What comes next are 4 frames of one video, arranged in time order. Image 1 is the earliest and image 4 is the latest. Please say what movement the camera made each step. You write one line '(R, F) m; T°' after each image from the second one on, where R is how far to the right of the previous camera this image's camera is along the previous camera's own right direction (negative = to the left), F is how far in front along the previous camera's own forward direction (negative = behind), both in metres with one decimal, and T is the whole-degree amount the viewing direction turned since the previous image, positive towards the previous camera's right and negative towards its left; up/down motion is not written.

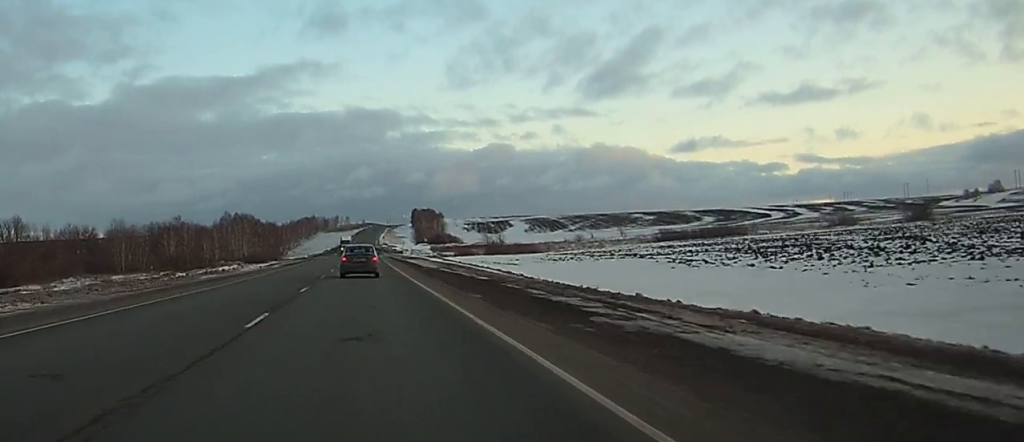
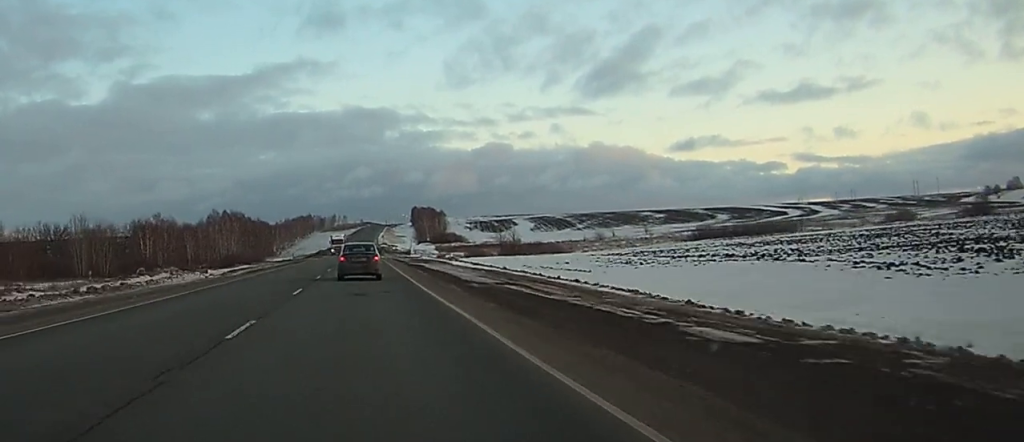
(+0.1, +26.8) m; 0°
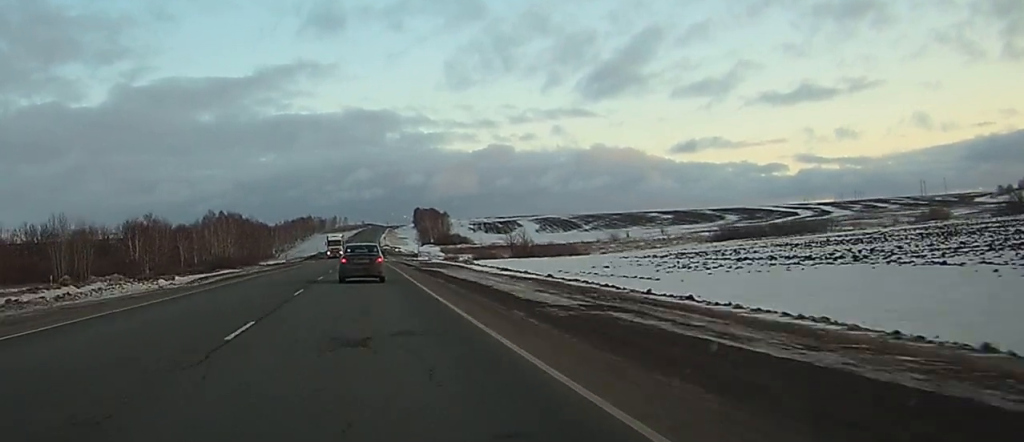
(0.0, +12.4) m; 0°
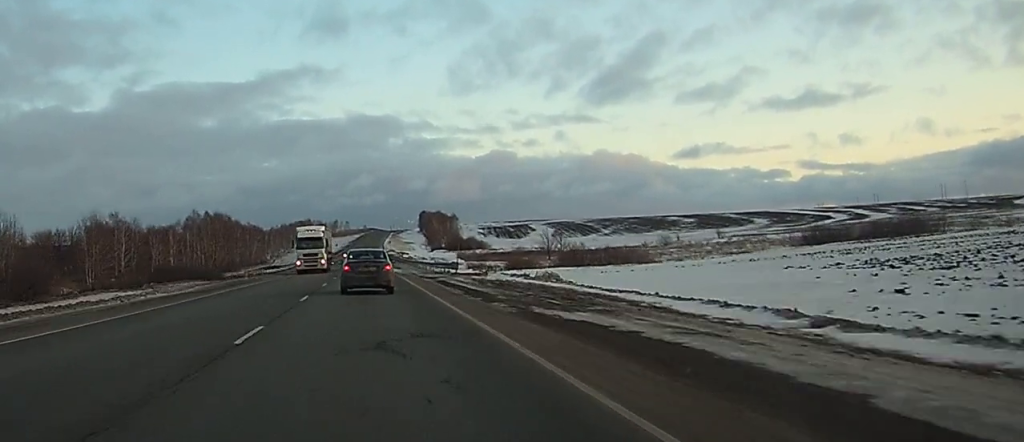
(-0.1, +36.5) m; 0°
